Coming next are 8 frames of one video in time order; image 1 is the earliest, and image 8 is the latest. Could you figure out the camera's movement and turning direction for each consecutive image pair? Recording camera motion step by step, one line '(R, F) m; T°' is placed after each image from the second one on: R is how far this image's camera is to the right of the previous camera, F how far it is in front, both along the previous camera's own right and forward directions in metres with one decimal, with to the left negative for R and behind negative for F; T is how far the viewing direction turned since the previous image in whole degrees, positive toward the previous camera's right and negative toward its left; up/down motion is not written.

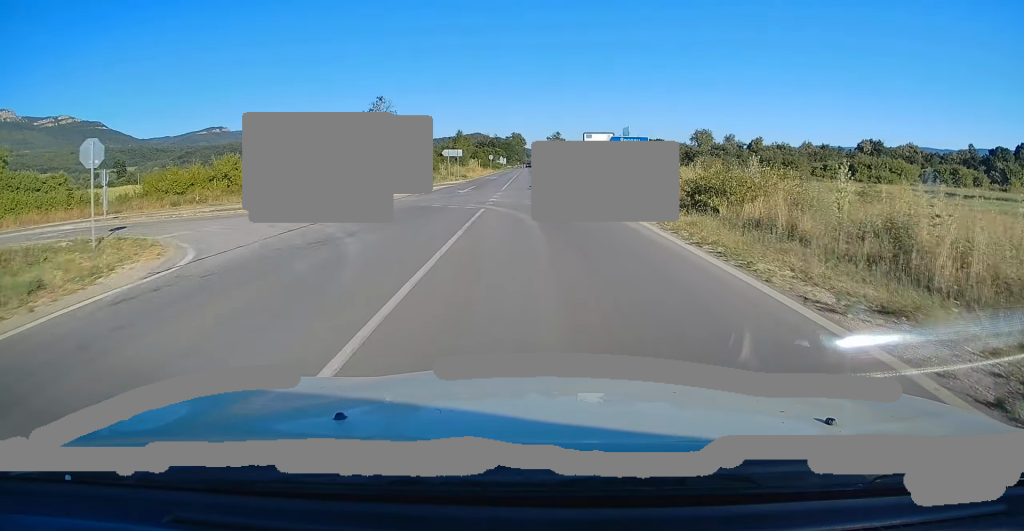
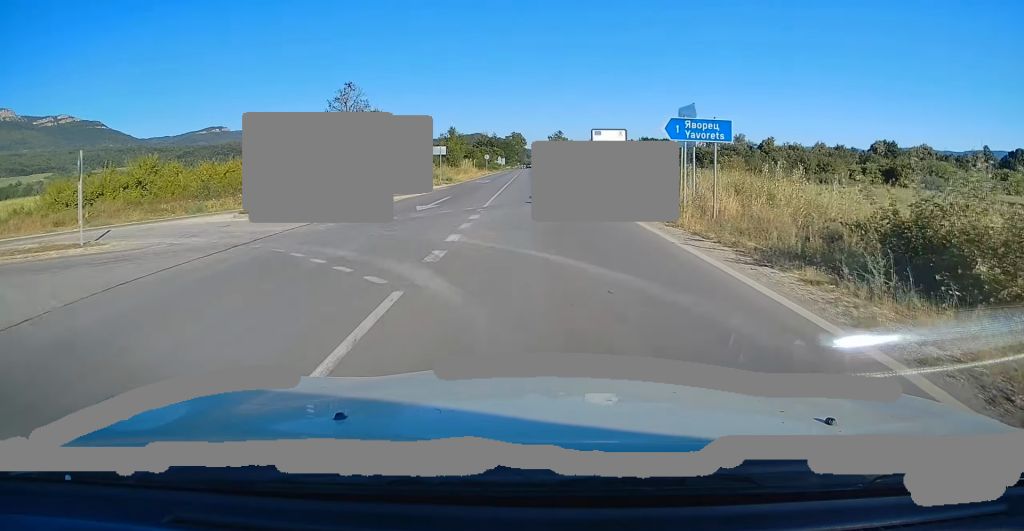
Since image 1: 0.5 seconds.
(0.0, +11.0) m; 0°
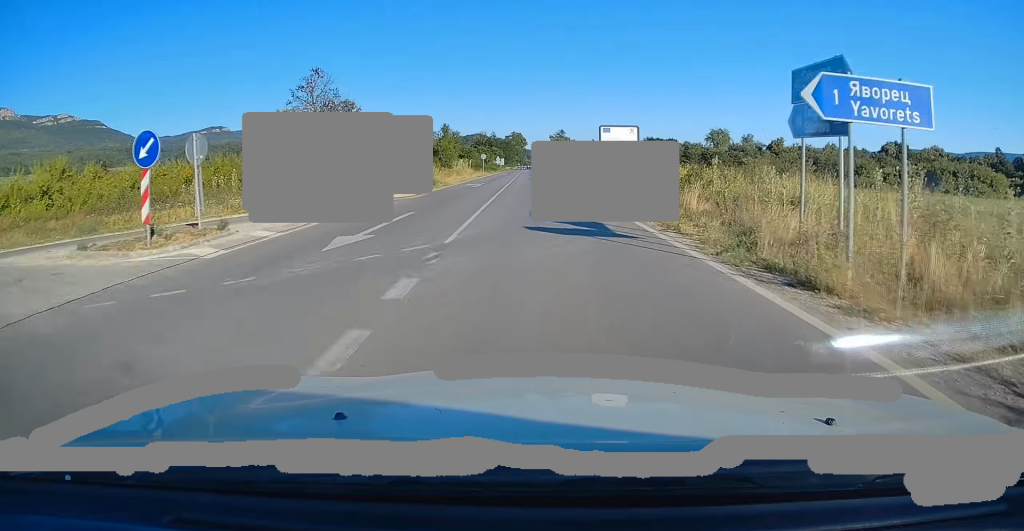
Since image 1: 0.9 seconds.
(0.0, +8.3) m; 0°
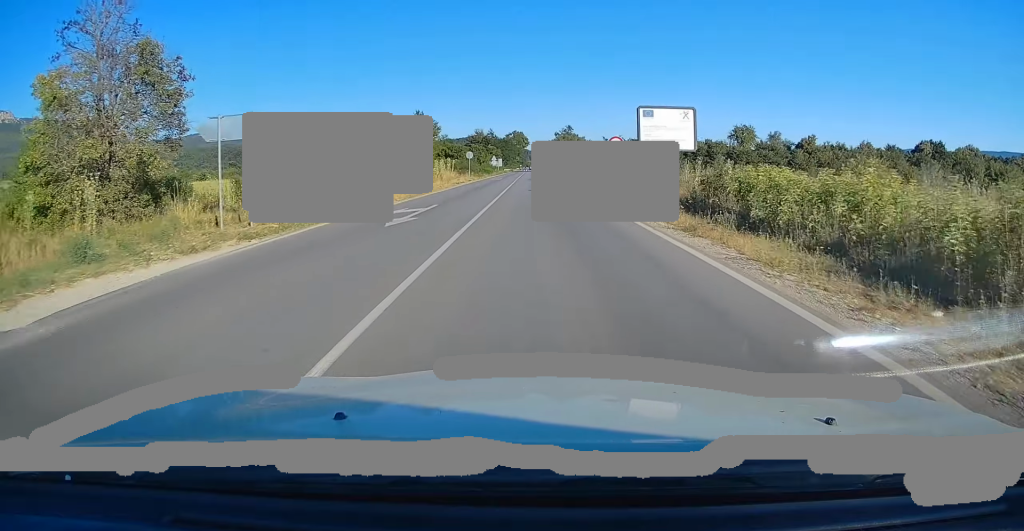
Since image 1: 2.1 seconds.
(+0.1, +23.2) m; 0°
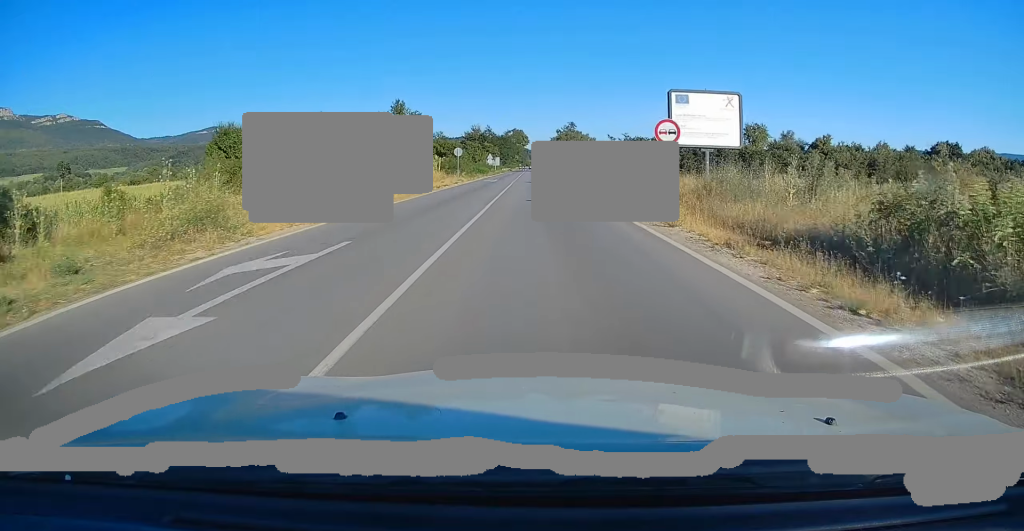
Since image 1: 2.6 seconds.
(0.0, +10.2) m; 0°
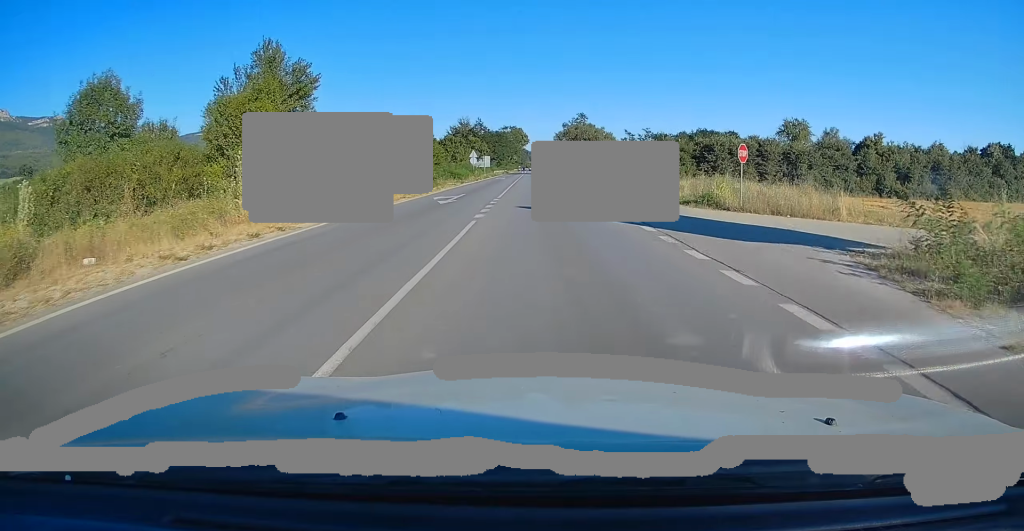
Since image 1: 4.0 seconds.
(-0.1, +28.6) m; 0°
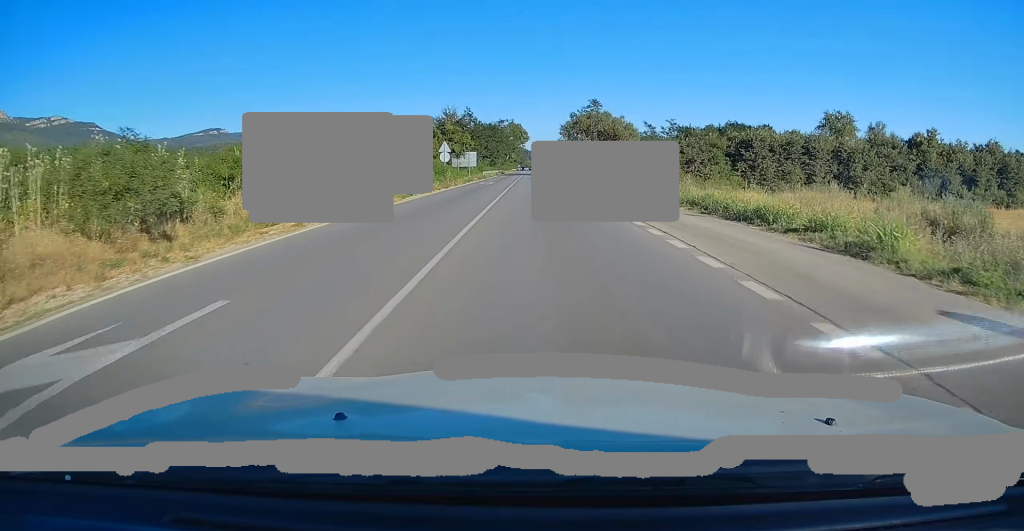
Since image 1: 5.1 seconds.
(0.0, +22.7) m; +1°
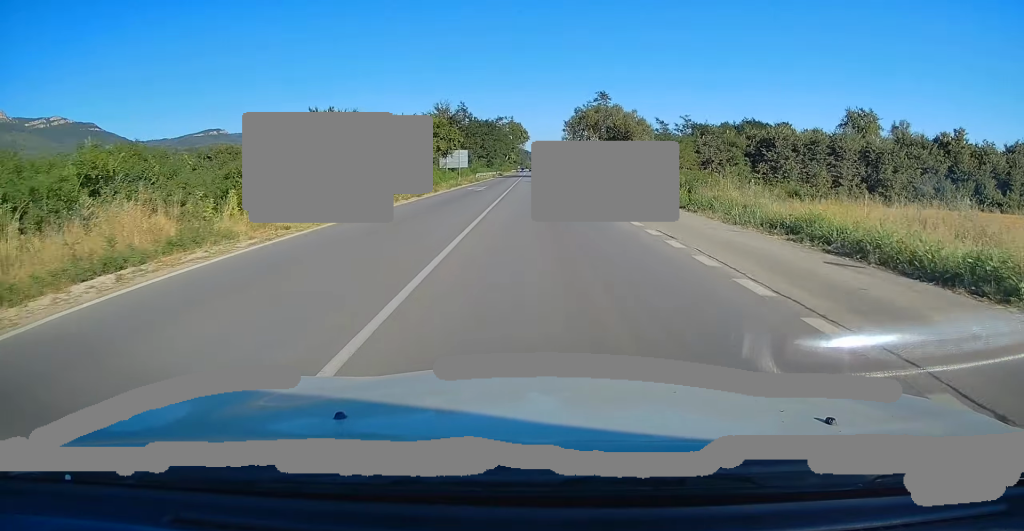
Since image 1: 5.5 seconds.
(+0.2, +9.8) m; 0°
